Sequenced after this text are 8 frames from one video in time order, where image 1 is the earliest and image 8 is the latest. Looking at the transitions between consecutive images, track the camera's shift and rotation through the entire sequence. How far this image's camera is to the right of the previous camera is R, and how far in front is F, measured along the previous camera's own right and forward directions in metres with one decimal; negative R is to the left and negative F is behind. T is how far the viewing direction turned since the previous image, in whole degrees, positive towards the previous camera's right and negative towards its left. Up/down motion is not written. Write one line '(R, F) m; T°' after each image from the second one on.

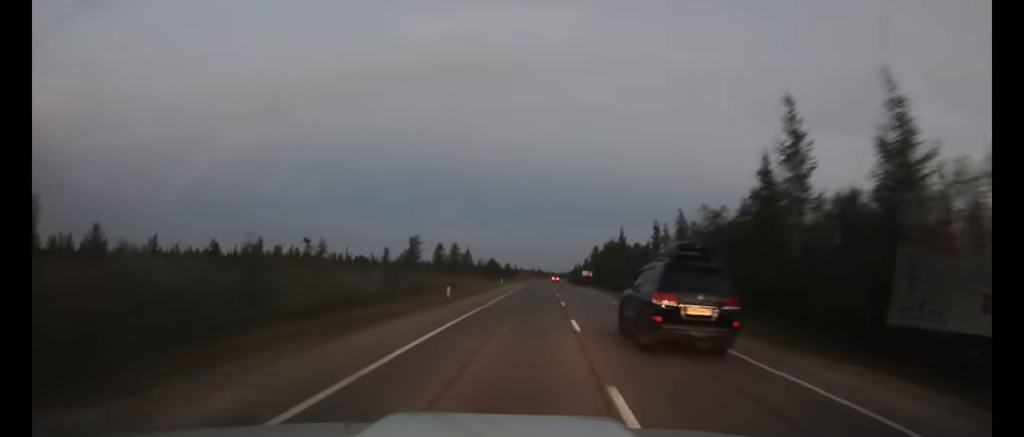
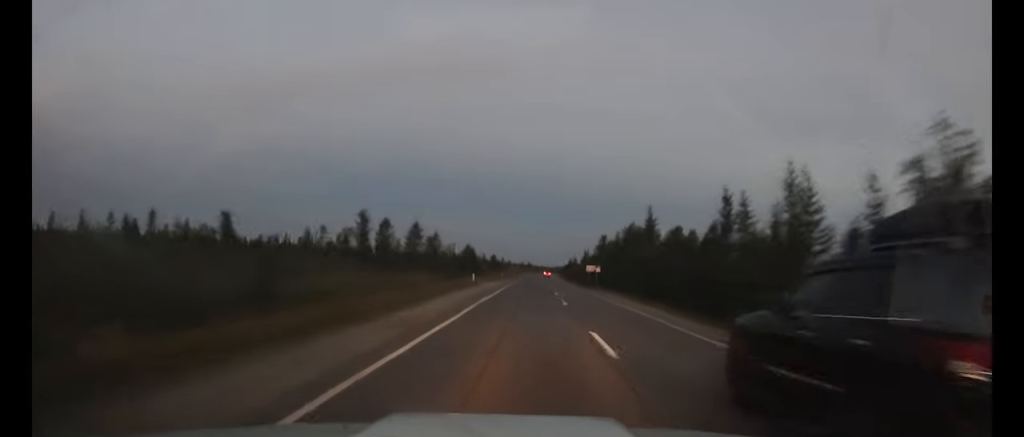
(0.0, +28.1) m; 0°
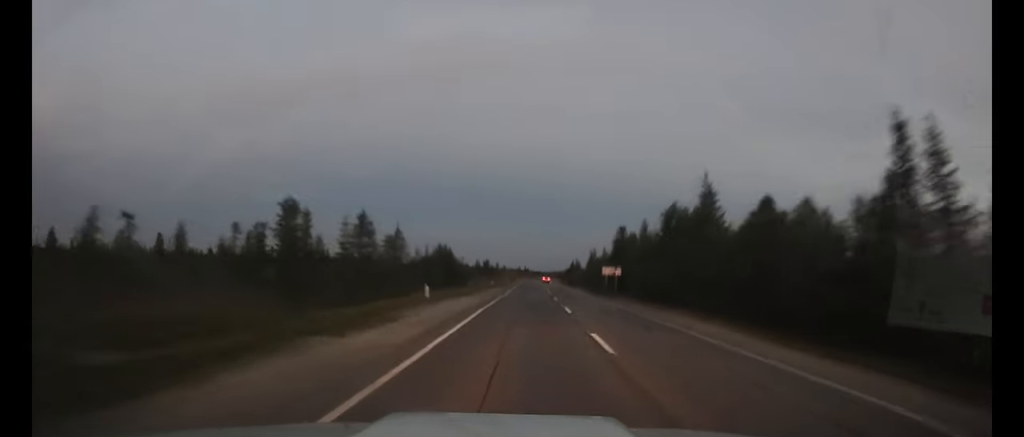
(+0.1, +23.0) m; 0°
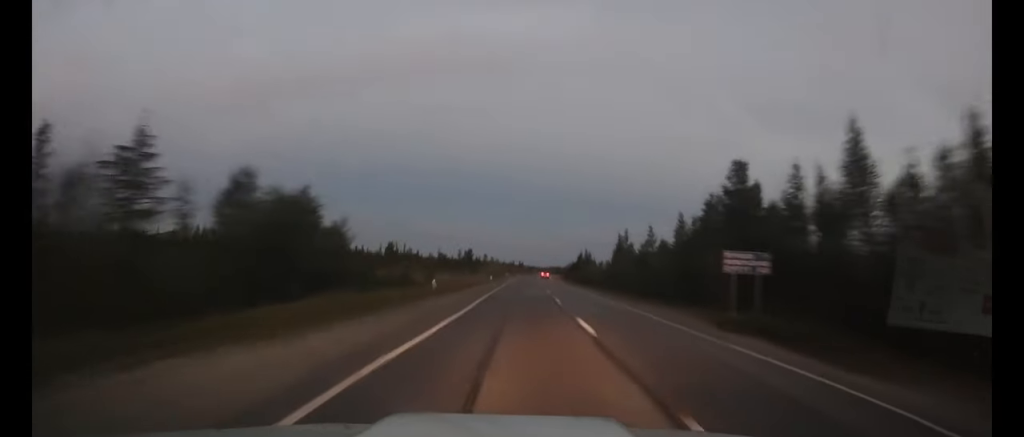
(+0.4, +45.0) m; +1°
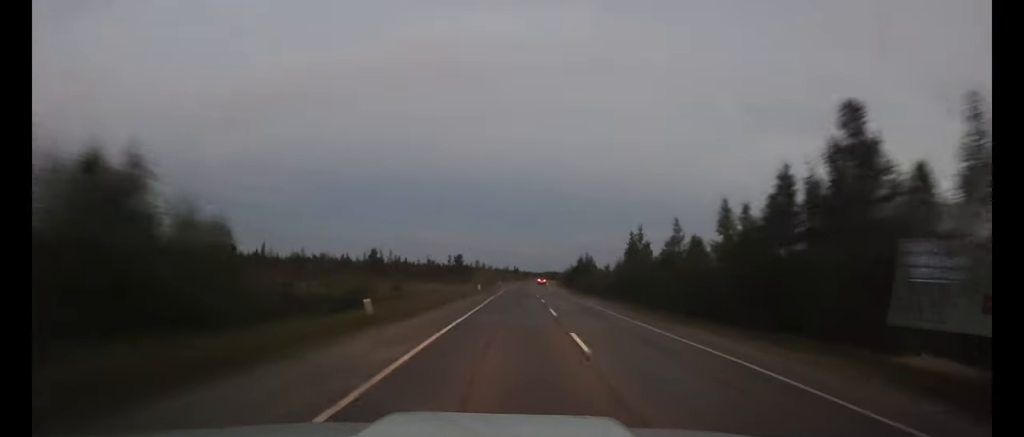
(0.0, +13.8) m; 0°
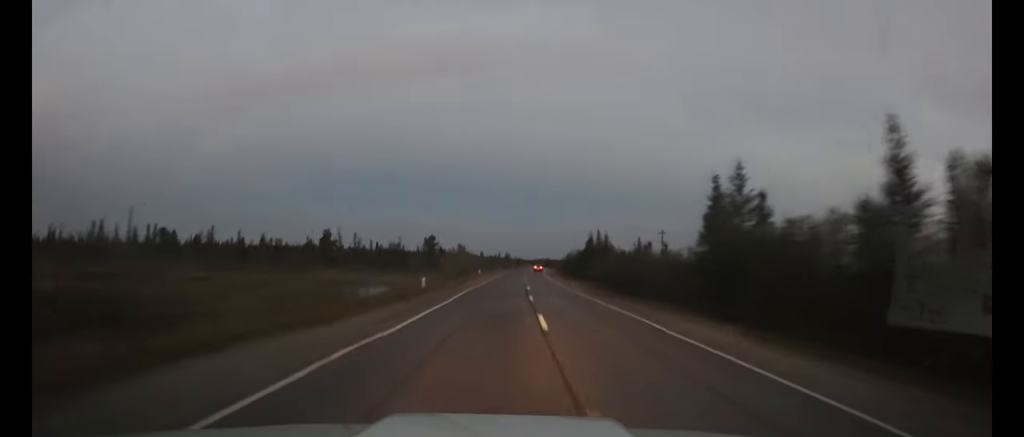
(+0.1, +33.8) m; +1°
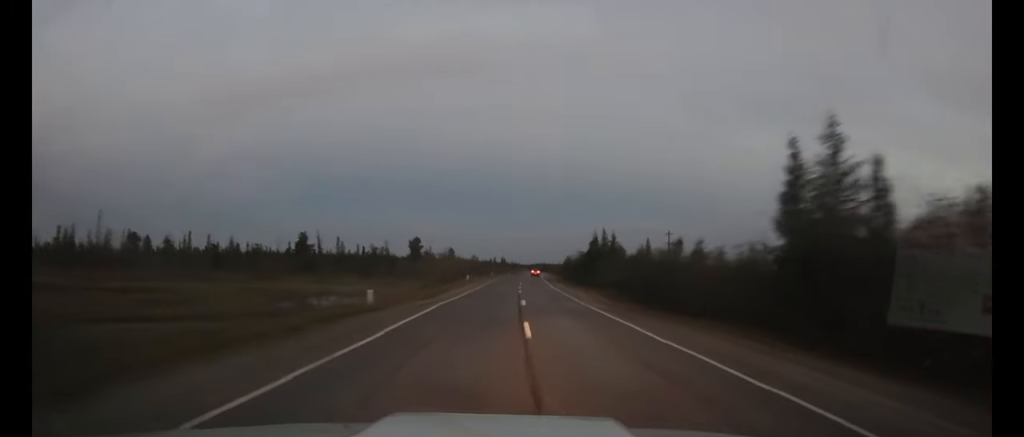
(0.0, +11.9) m; 0°
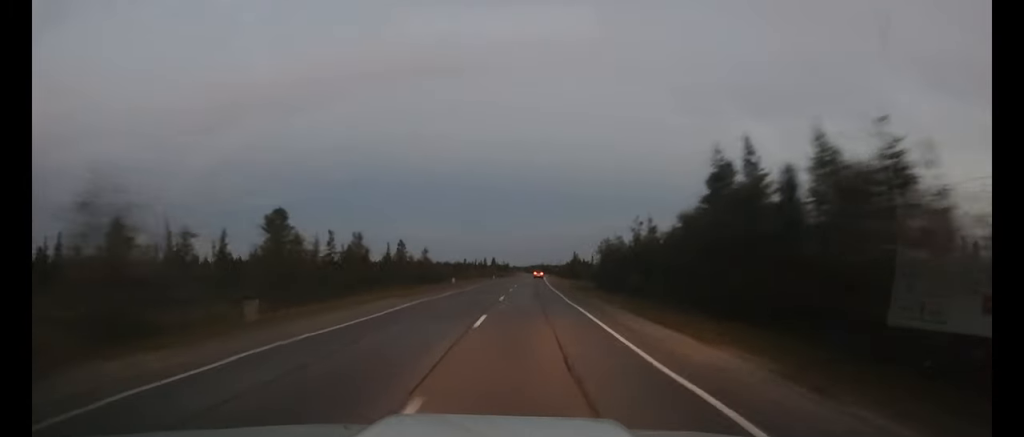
(+0.6, +59.1) m; +1°
